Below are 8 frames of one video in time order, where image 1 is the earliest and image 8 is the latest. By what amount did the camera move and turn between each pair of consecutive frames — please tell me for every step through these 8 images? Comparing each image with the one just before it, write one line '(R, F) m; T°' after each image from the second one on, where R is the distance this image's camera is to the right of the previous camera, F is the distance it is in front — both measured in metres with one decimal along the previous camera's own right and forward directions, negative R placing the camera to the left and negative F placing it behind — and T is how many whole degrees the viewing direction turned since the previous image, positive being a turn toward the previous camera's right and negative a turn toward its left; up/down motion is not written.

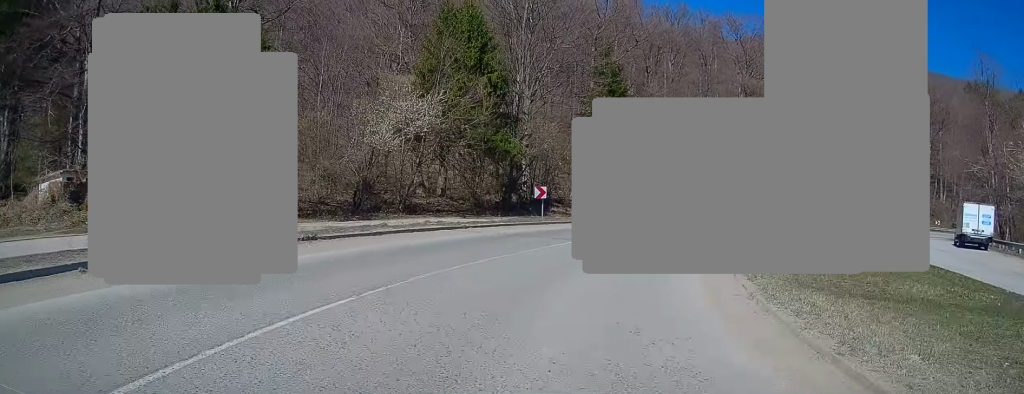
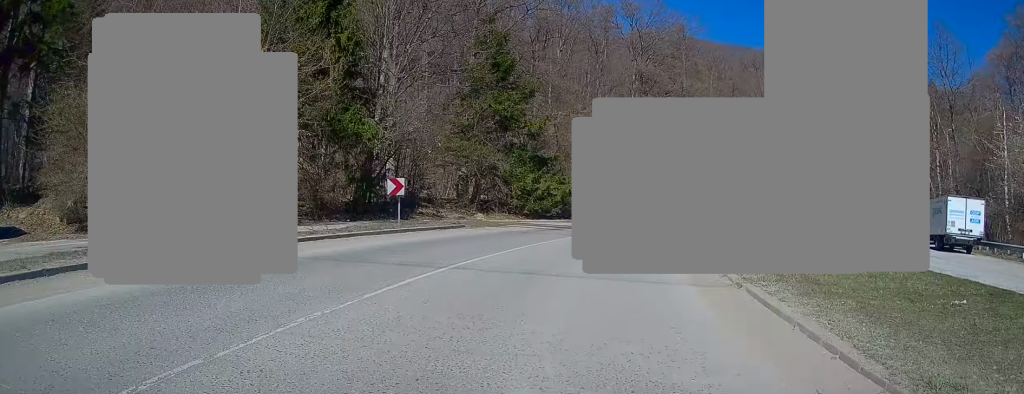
(+0.5, +9.9) m; +9°
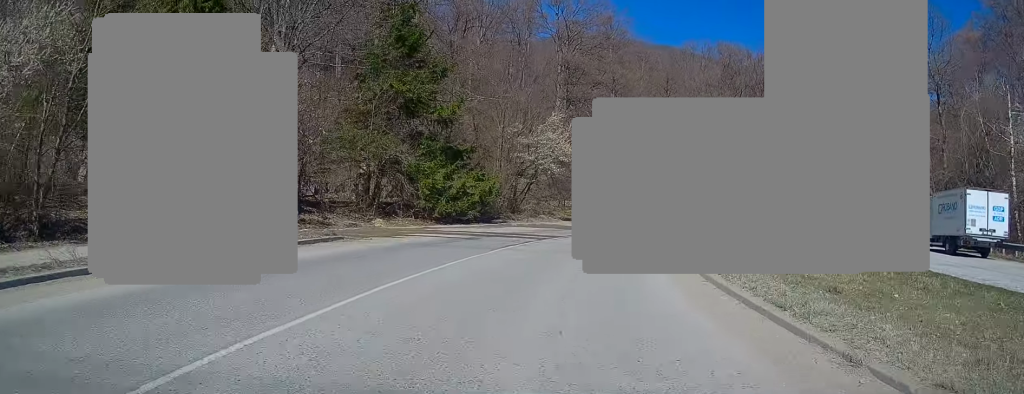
(+0.8, +7.7) m; +7°
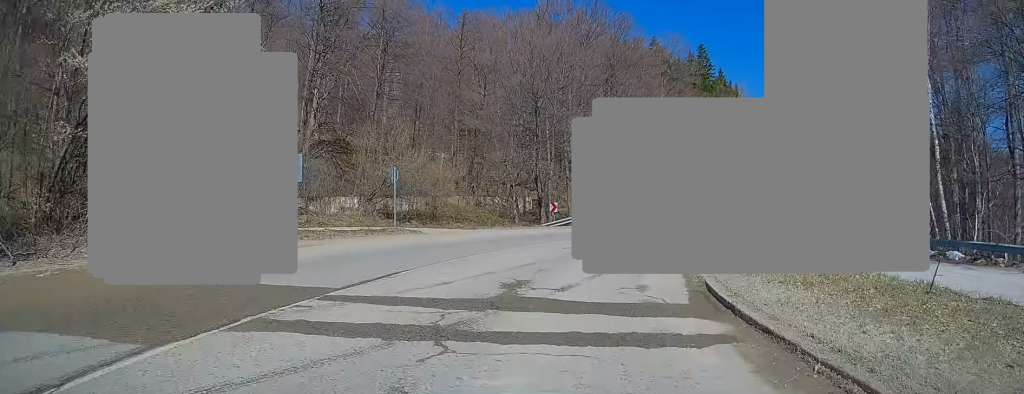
(+4.6, +28.1) m; +19°
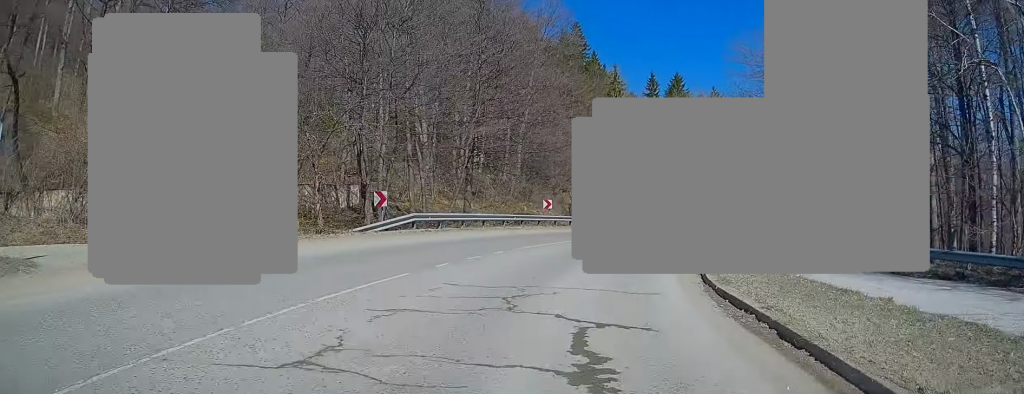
(+1.6, +15.3) m; +11°
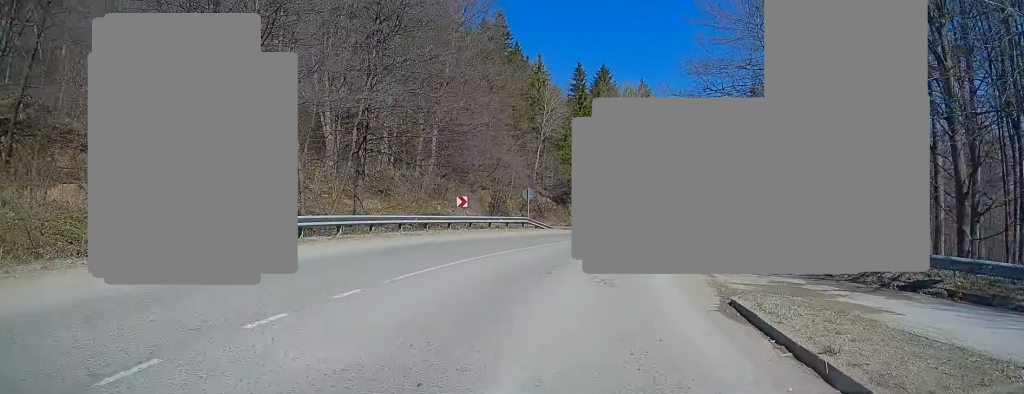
(+0.5, +7.9) m; +5°
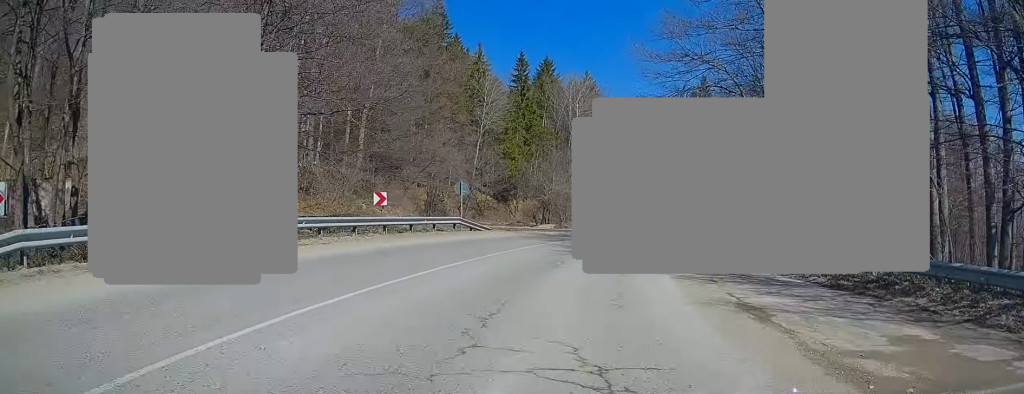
(-0.1, +6.5) m; +4°
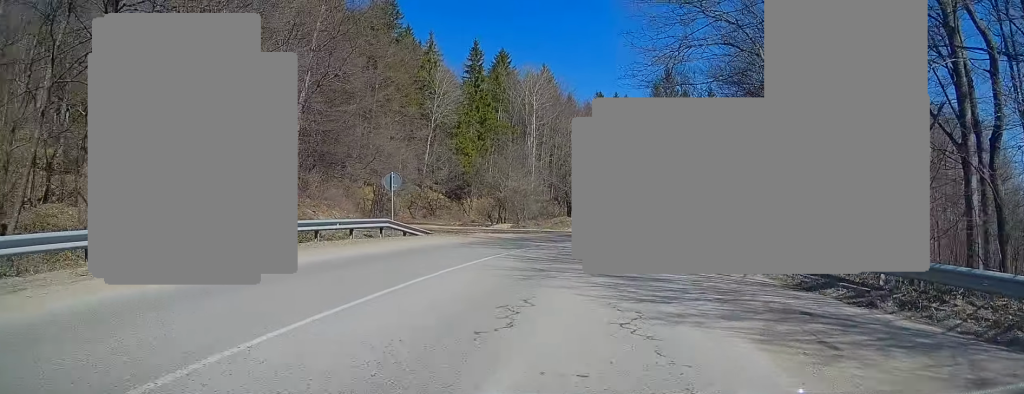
(+0.5, +6.4) m; +4°
